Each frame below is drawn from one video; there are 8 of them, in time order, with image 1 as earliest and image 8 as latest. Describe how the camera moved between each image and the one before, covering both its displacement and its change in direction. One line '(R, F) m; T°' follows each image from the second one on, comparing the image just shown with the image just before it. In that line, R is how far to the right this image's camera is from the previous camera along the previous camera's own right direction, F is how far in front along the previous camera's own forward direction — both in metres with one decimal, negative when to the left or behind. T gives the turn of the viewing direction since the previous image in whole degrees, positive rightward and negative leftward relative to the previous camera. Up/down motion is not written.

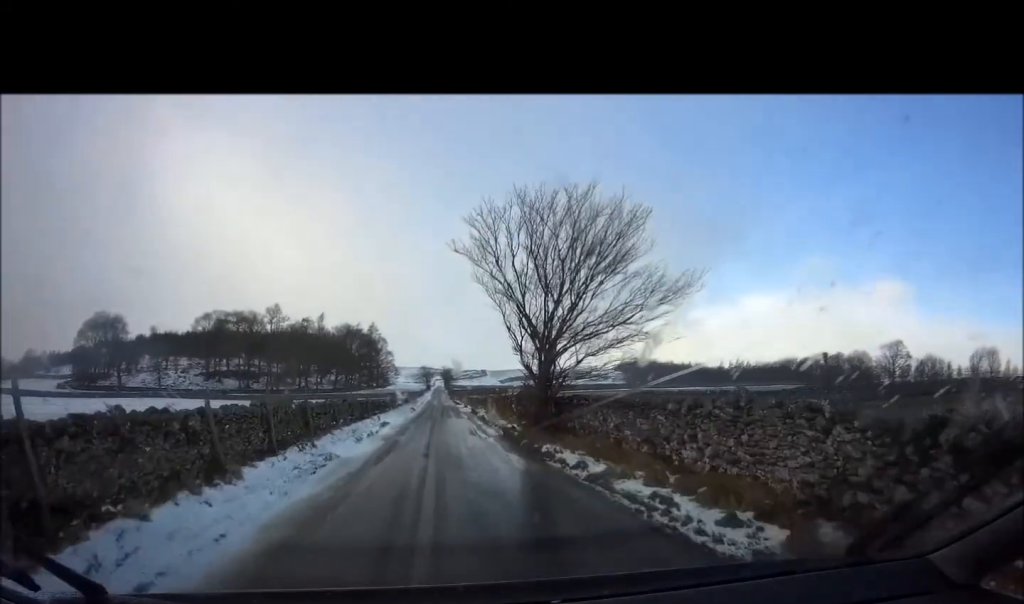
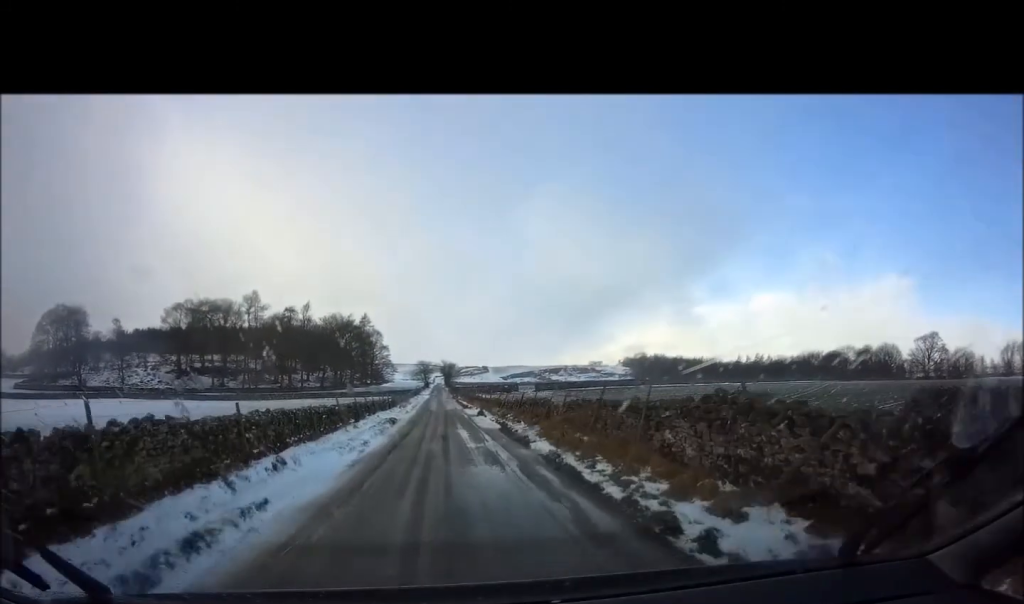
(-0.8, +17.6) m; -3°
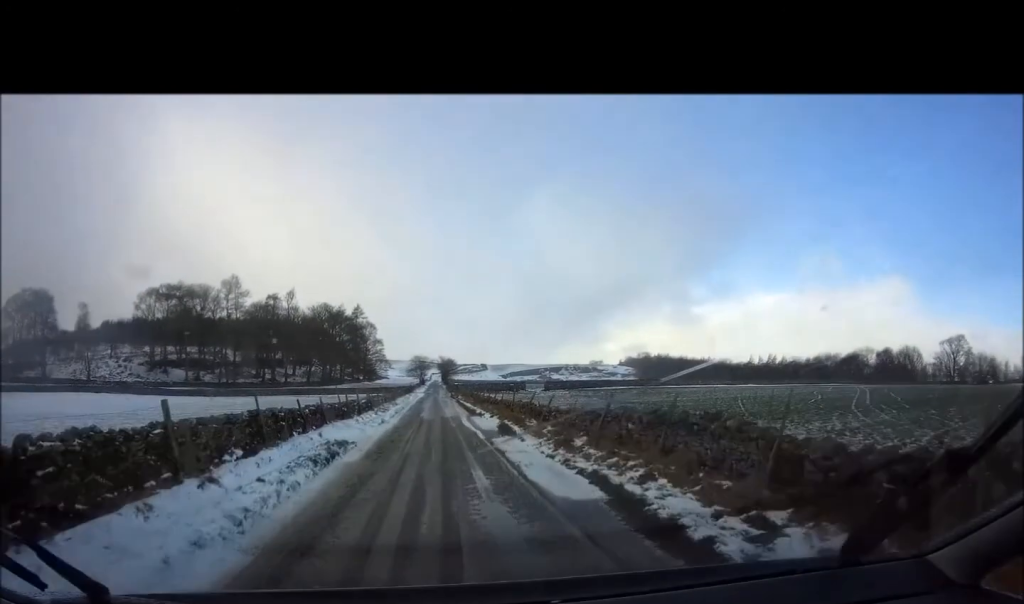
(+0.2, +12.5) m; +3°
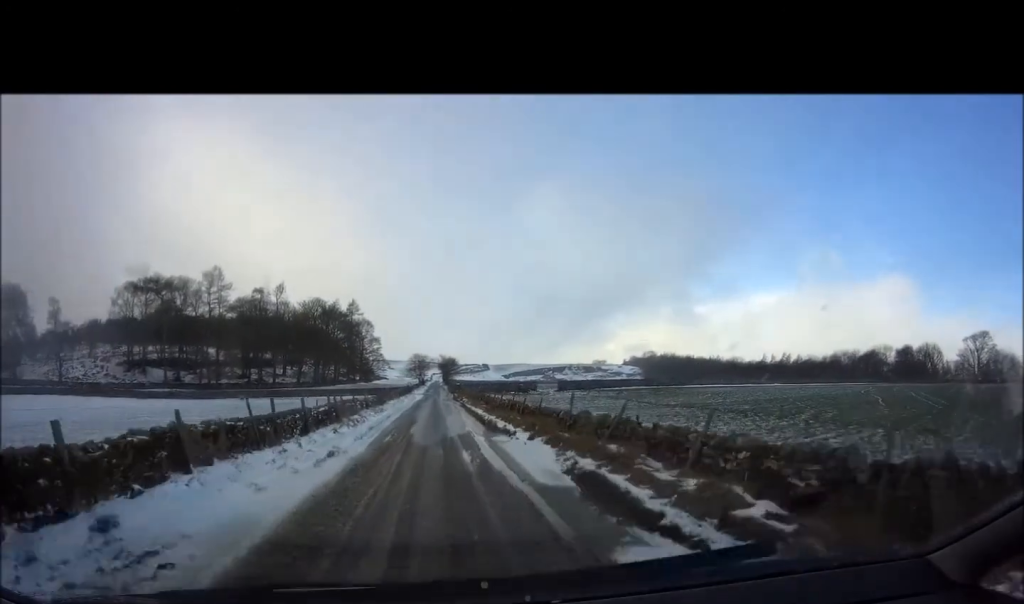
(+0.4, +10.1) m; +1°
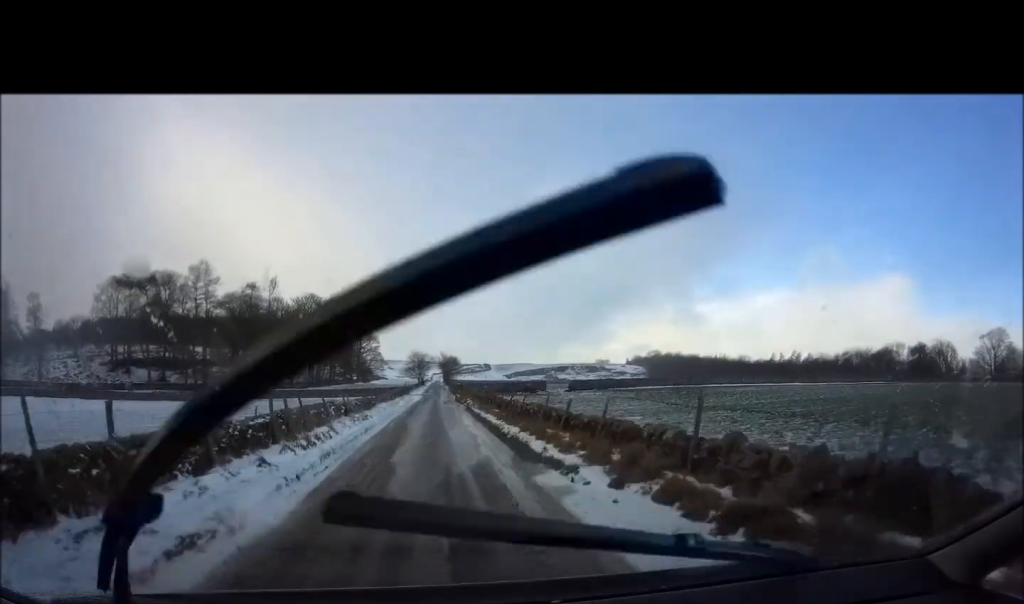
(+0.1, +6.6) m; -1°
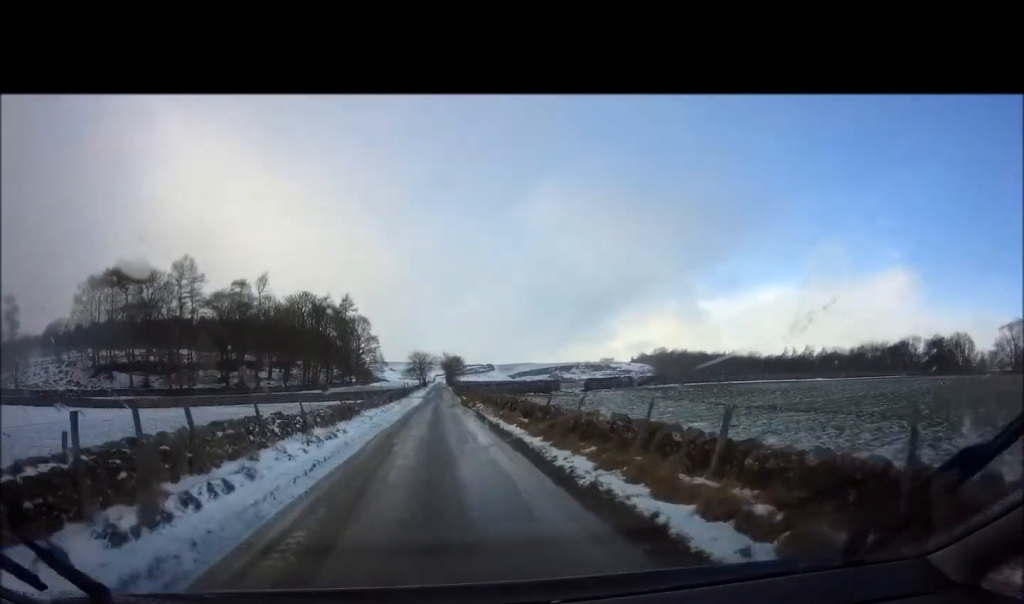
(-0.2, +7.4) m; -3°
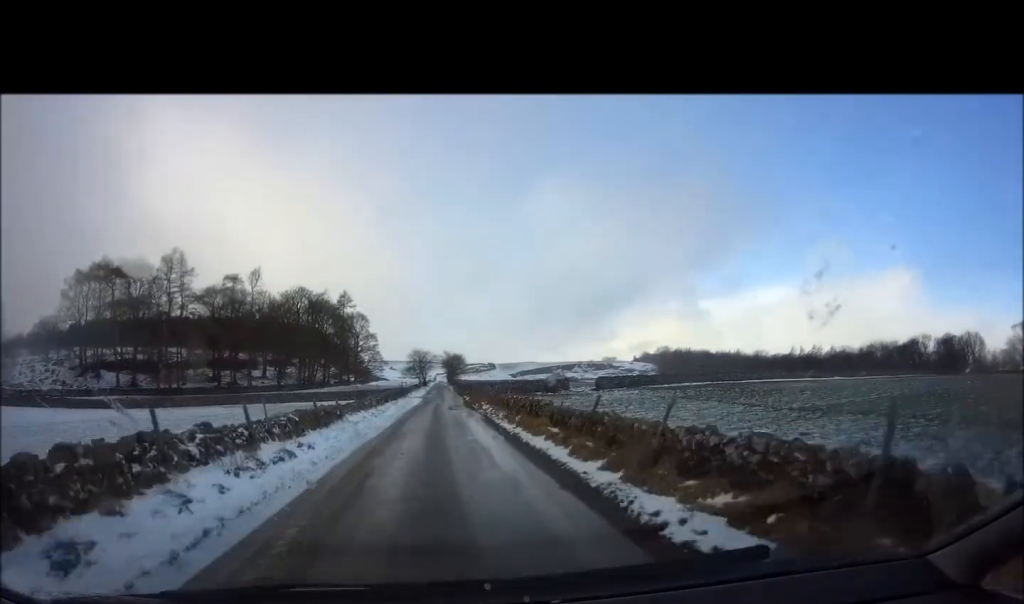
(-0.1, +4.6) m; -1°
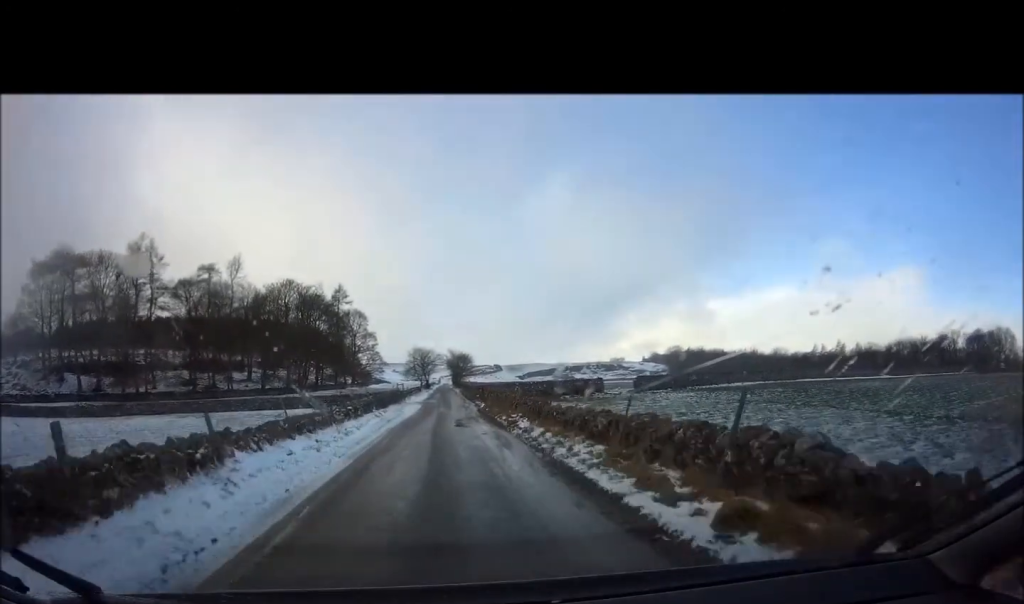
(-0.2, +12.1) m; +1°
